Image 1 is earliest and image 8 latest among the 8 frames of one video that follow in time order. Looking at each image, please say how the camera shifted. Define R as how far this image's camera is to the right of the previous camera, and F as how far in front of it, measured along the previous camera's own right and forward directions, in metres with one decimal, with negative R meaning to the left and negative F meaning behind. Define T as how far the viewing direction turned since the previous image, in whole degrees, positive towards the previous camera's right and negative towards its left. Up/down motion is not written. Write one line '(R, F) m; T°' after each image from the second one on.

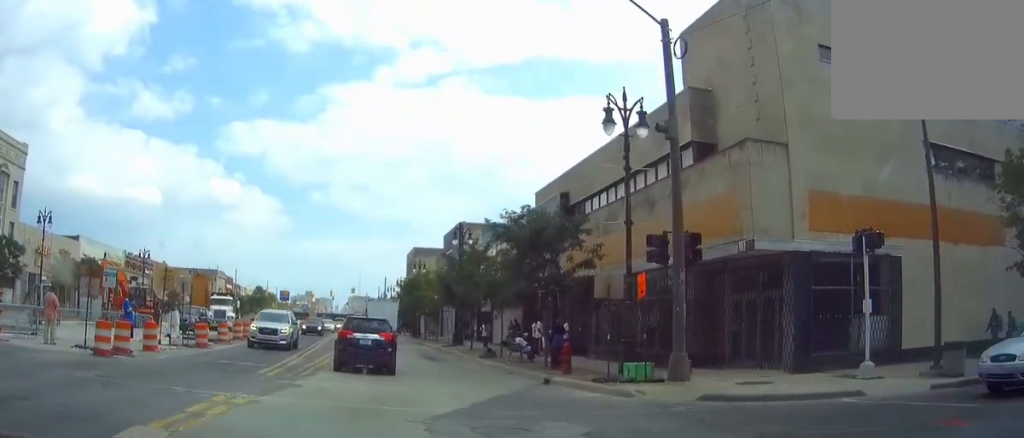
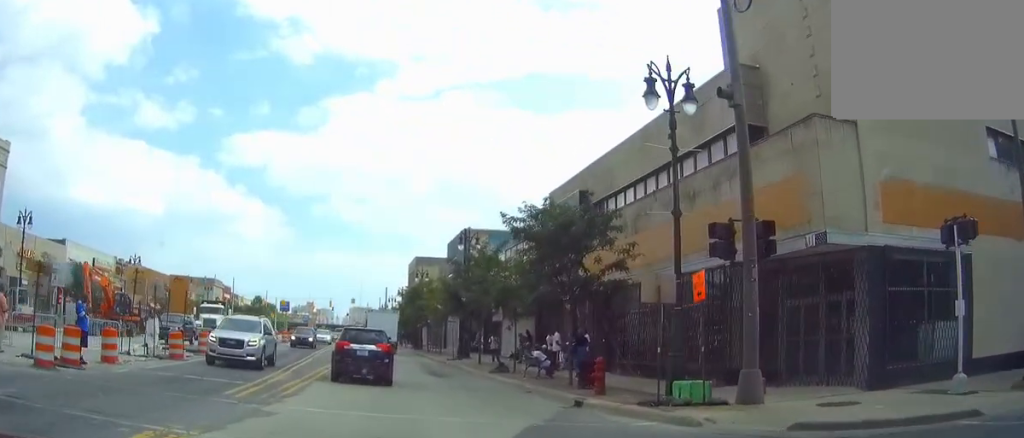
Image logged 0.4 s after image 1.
(0.0, +3.7) m; 0°
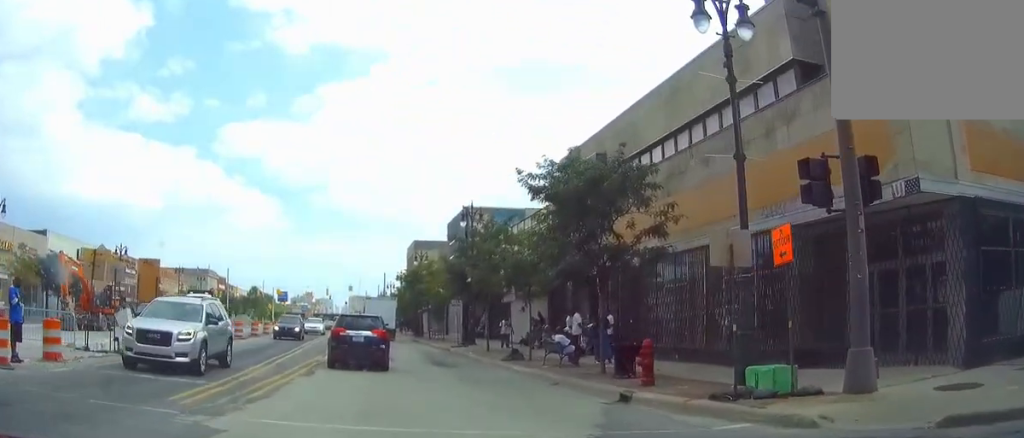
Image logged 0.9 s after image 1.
(0.0, +3.9) m; 0°
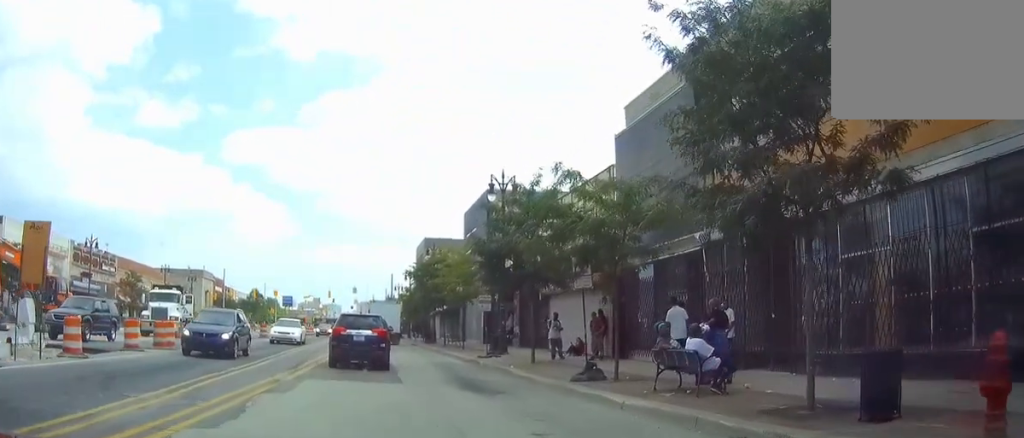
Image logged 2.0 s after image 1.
(0.0, +10.3) m; -1°
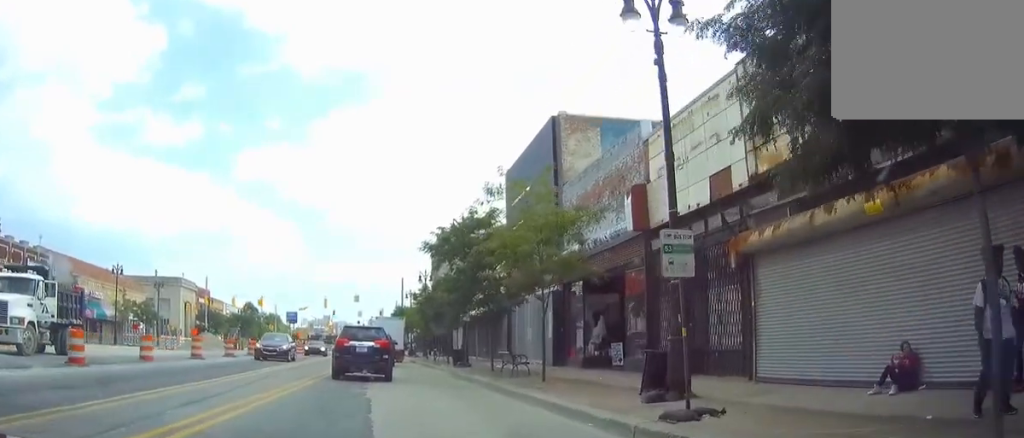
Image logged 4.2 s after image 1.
(-0.4, +20.8) m; 0°
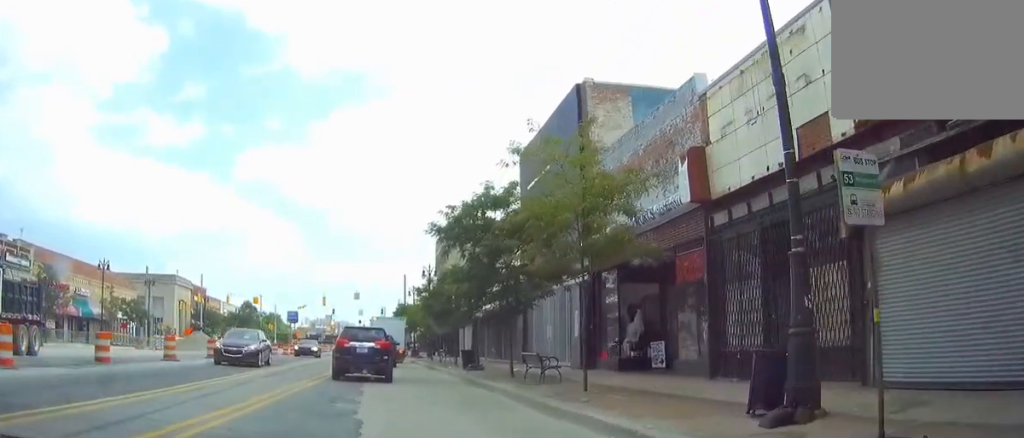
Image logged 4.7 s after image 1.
(0.0, +4.4) m; 0°
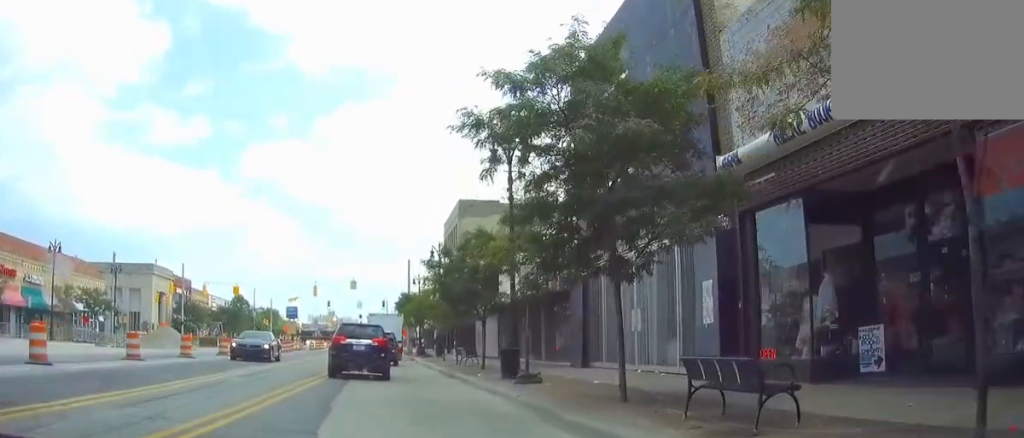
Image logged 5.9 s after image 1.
(+0.1, +12.4) m; +1°
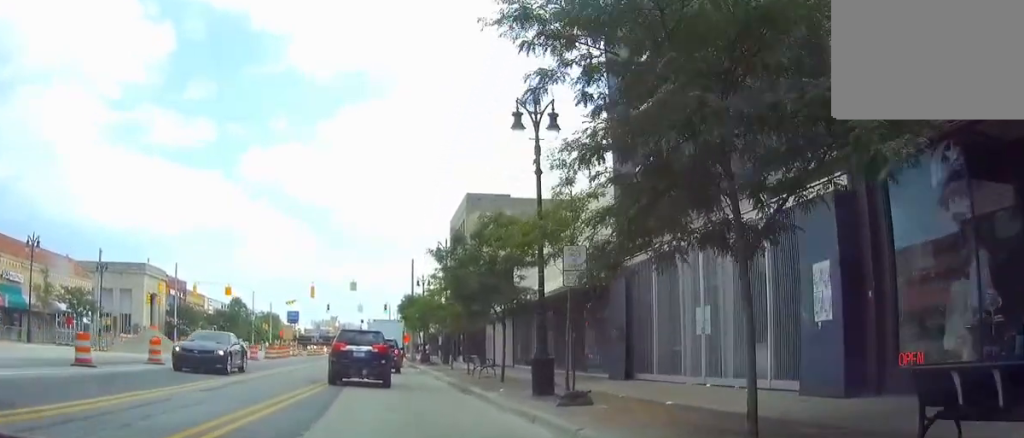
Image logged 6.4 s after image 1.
(0.0, +4.9) m; +1°
